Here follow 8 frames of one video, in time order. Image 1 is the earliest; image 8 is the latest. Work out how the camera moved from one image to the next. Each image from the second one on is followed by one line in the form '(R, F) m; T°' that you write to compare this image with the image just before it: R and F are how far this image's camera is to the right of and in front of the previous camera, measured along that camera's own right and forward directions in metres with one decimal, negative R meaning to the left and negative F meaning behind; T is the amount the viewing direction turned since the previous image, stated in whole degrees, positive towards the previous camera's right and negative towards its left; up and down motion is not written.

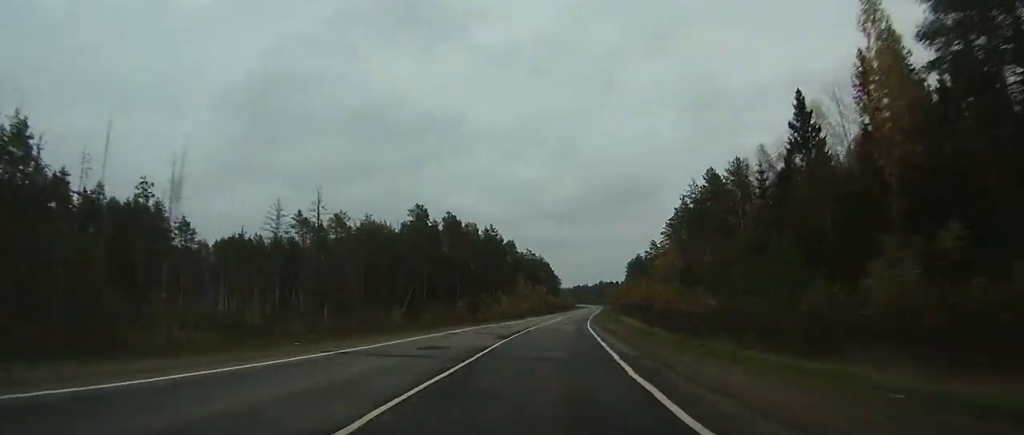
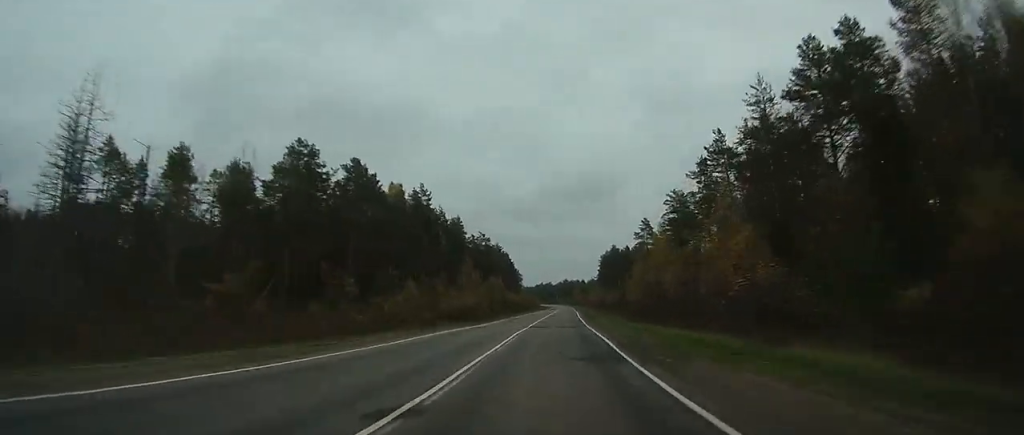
(+1.2, +45.7) m; +3°
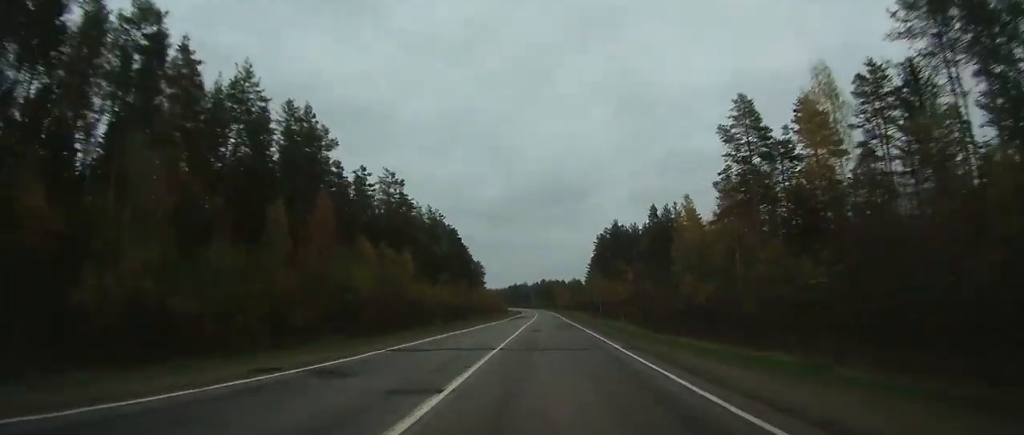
(+3.4, +82.6) m; +3°
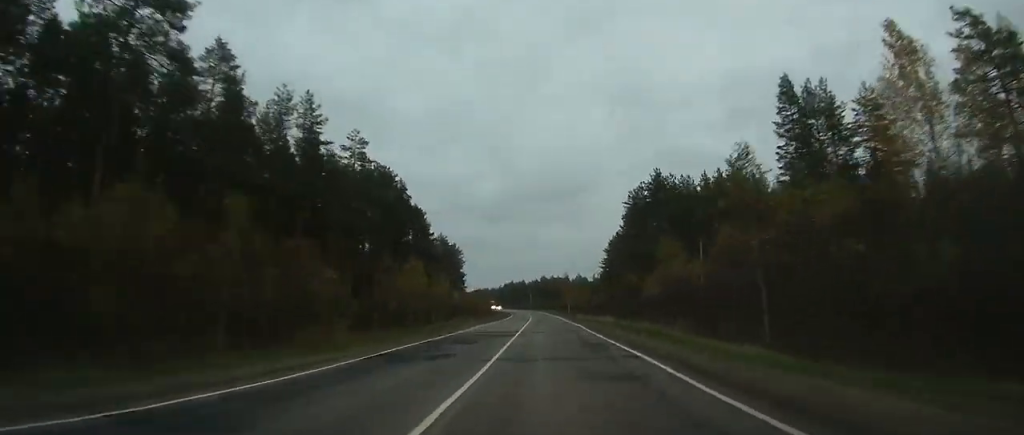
(+0.4, +65.5) m; 0°
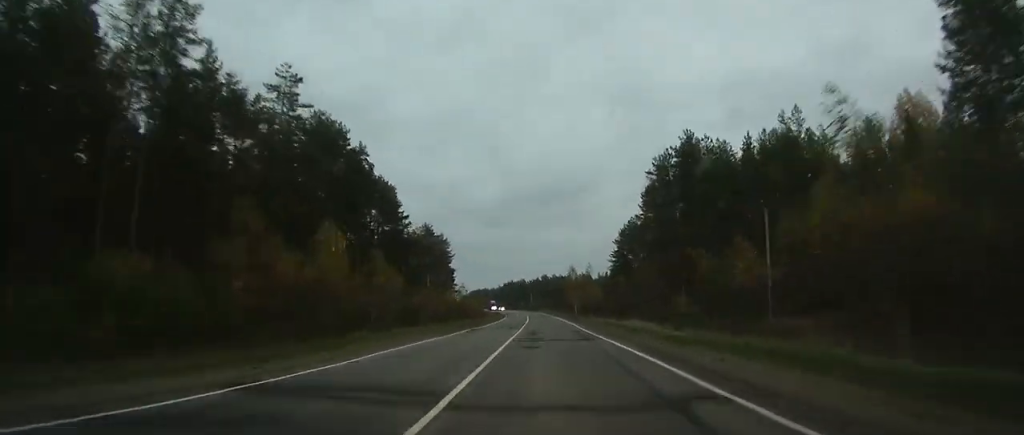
(0.0, +23.9) m; 0°
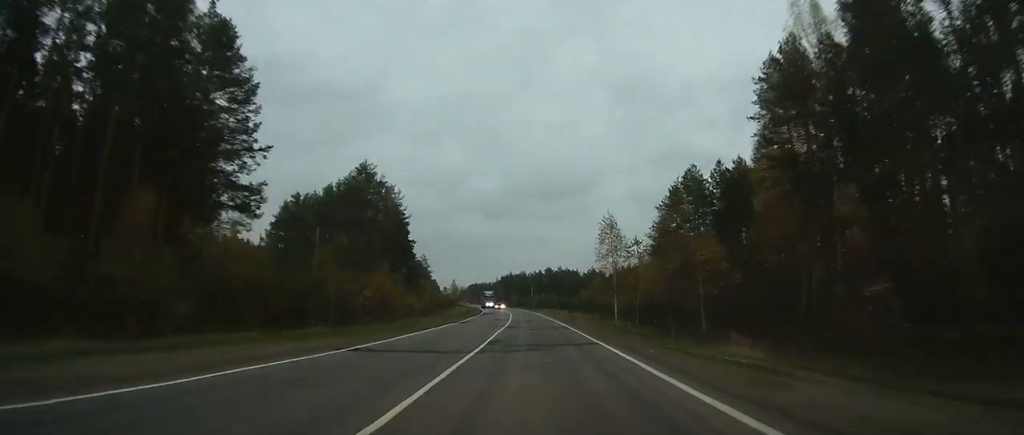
(-0.1, +55.9) m; -1°
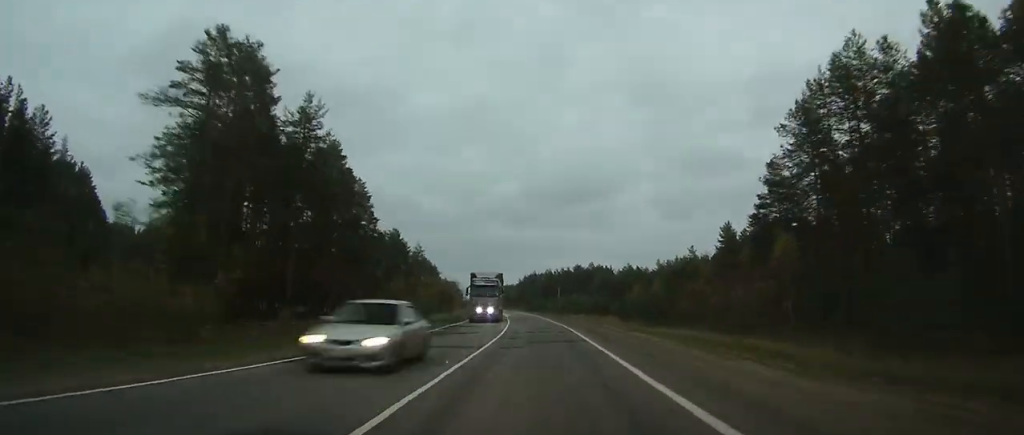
(-0.7, +47.3) m; -3°
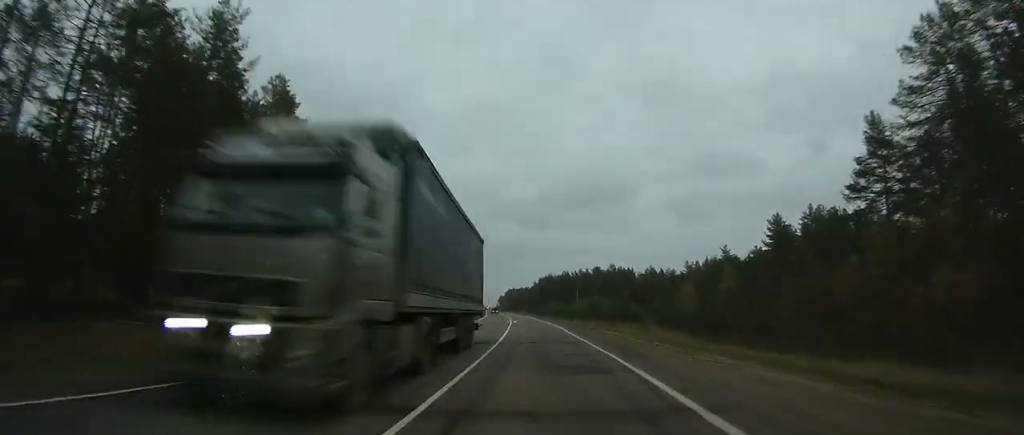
(-0.6, +20.2) m; -1°
